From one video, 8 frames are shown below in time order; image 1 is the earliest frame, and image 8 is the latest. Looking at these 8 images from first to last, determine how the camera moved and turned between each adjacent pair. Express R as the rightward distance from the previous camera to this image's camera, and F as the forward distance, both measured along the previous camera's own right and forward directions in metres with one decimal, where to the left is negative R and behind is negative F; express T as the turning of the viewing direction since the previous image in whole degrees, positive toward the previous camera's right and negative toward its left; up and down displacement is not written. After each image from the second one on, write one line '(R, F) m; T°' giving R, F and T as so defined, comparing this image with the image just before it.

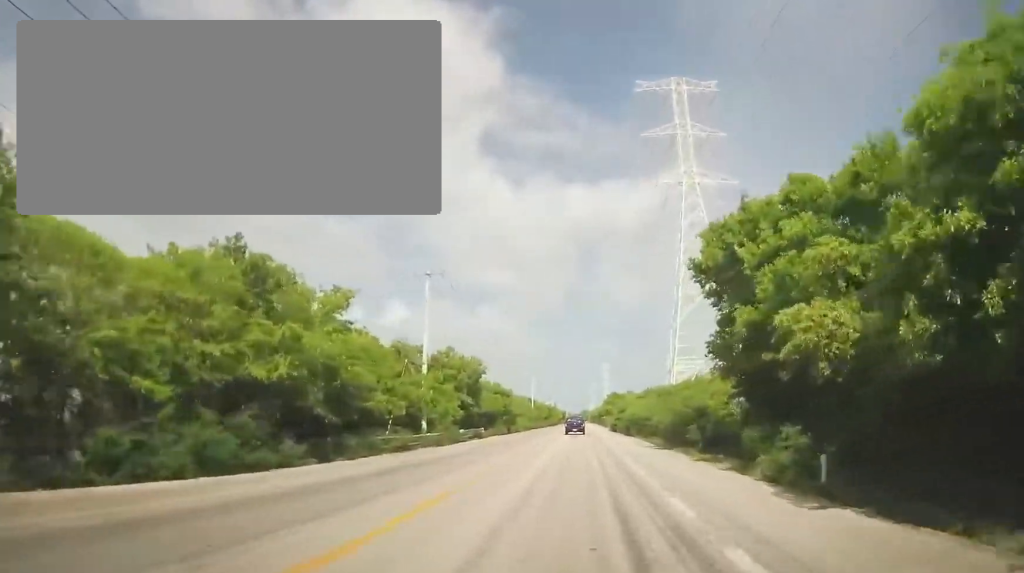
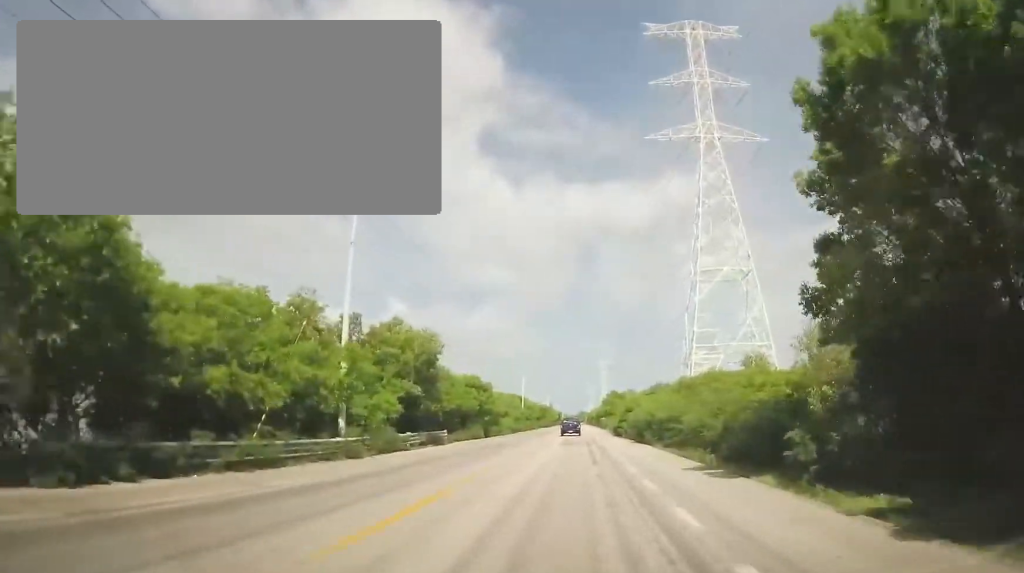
(+0.3, +13.2) m; +1°
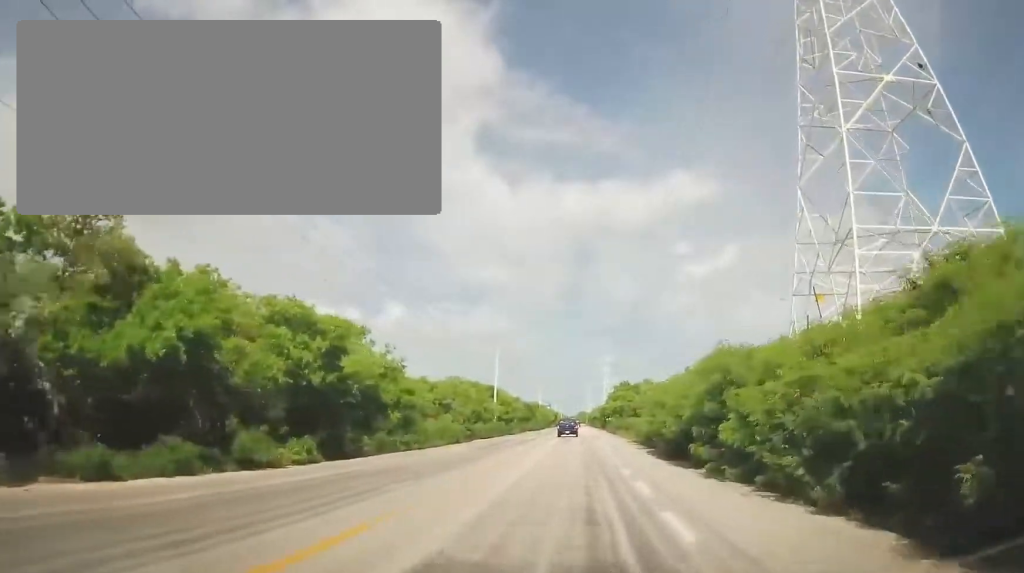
(0.0, +34.1) m; 0°
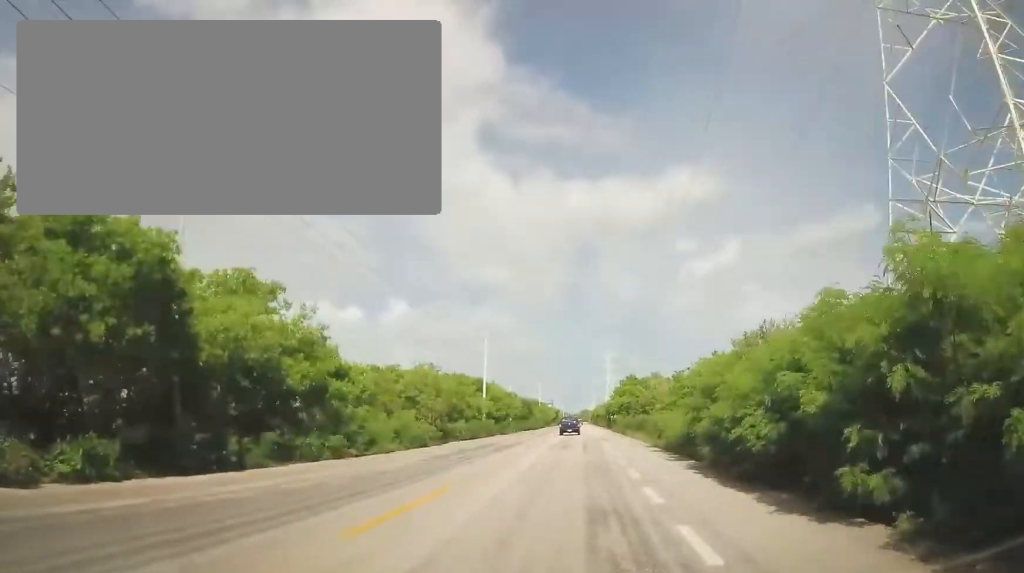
(0.0, +9.7) m; 0°
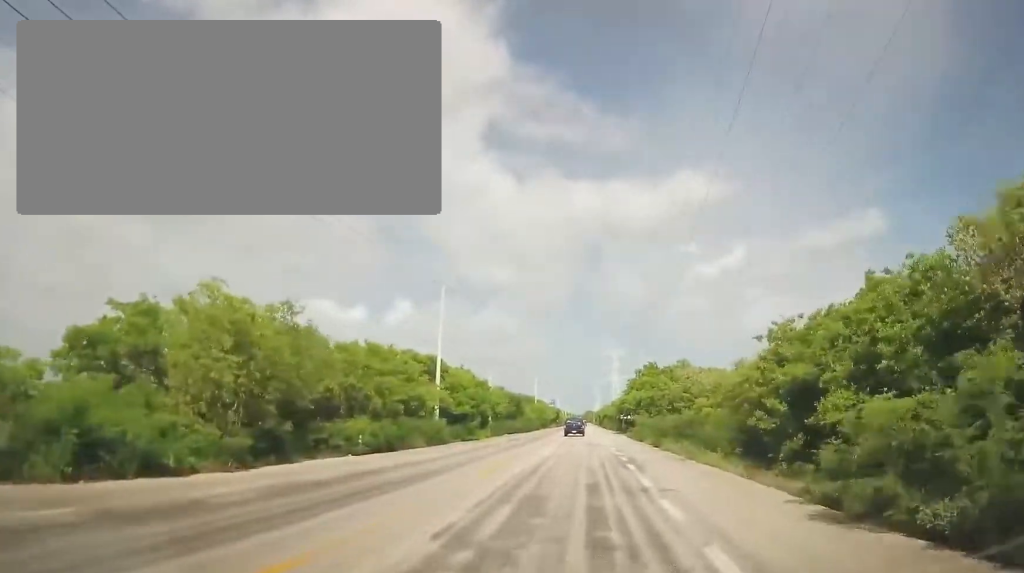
(0.0, +22.1) m; 0°
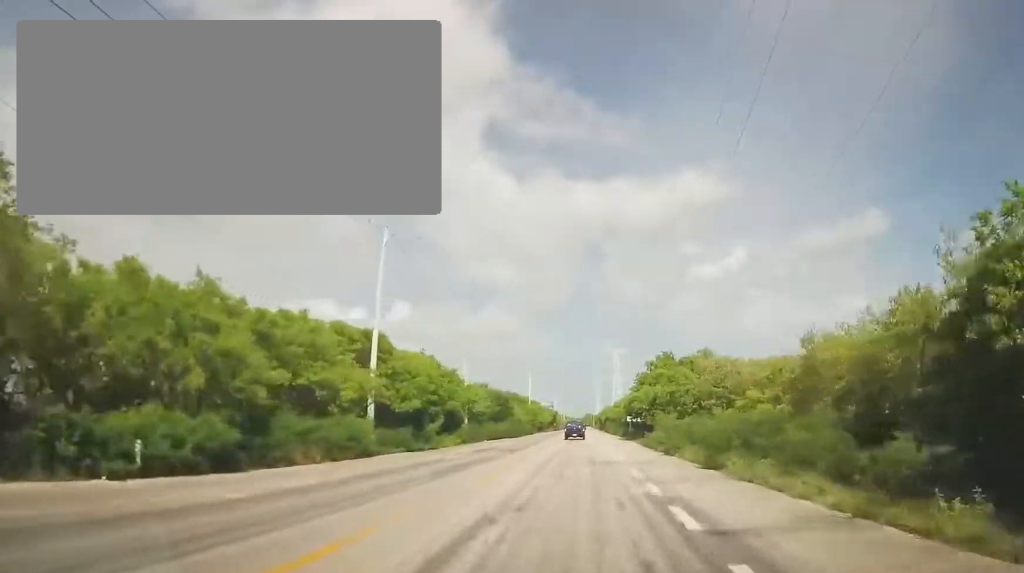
(0.0, +13.2) m; 0°
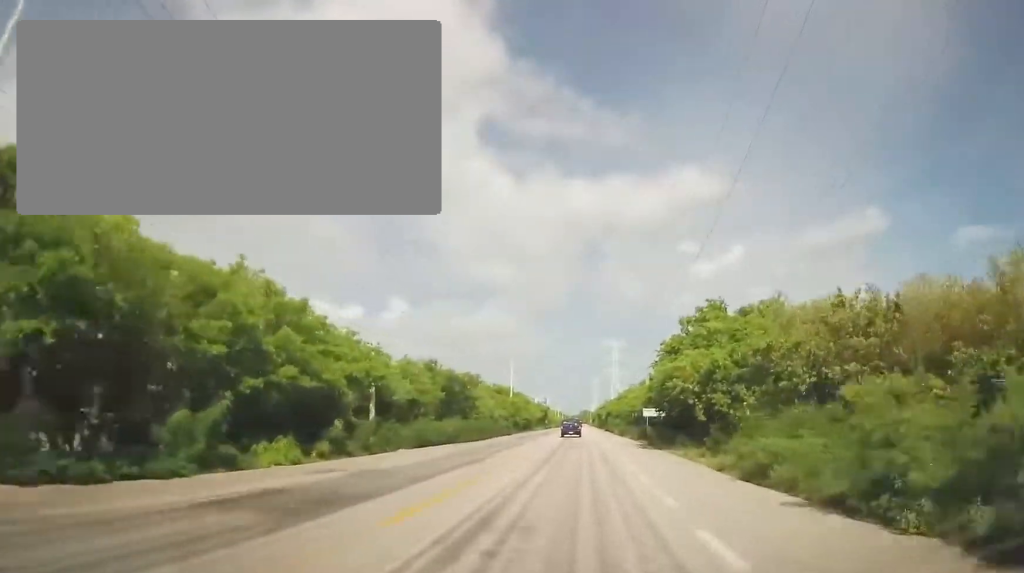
(-0.2, +22.9) m; -1°
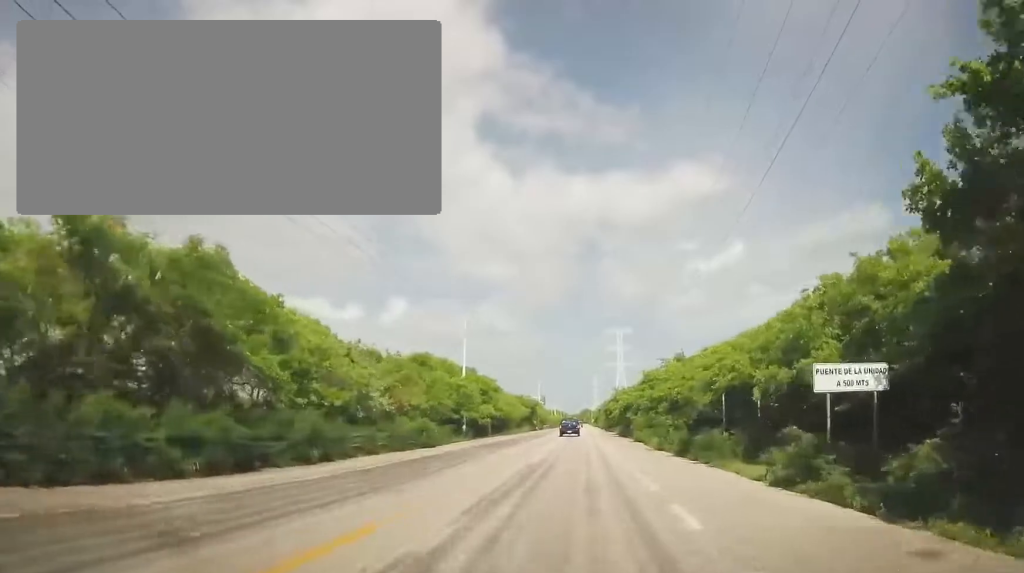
(+0.2, +35.3) m; +1°
